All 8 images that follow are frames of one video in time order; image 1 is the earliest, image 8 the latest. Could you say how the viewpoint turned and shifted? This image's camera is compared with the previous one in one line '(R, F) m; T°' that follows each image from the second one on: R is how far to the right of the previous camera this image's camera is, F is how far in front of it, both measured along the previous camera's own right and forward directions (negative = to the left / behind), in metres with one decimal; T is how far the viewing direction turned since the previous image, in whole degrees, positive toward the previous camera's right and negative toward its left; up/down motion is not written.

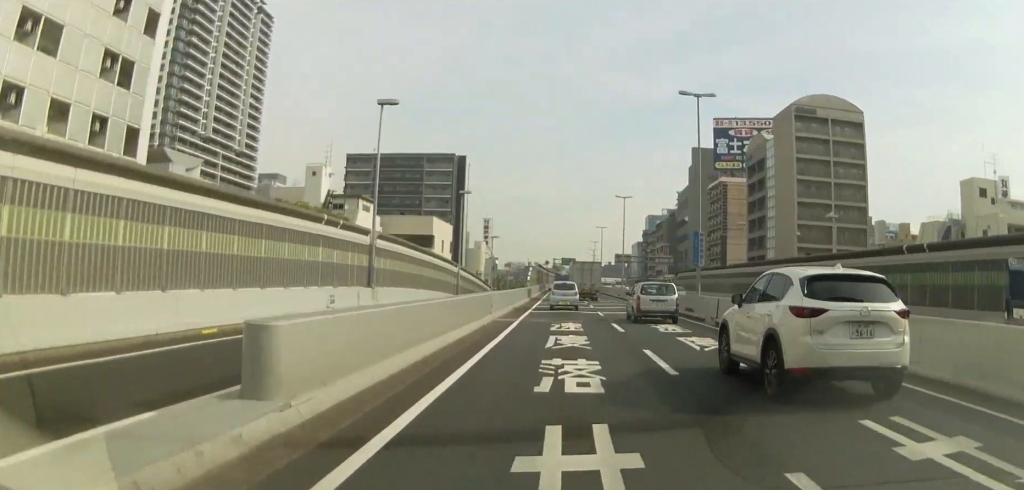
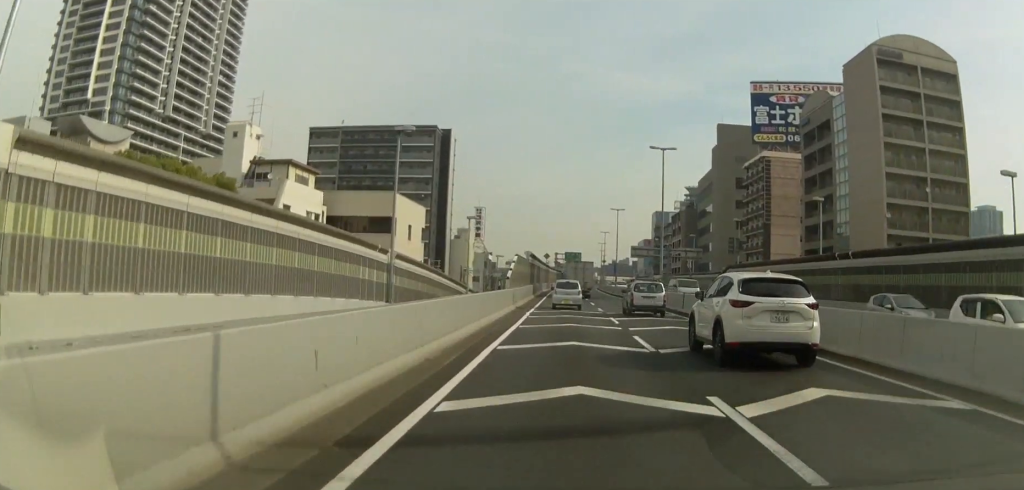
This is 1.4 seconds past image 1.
(-0.6, +26.1) m; -2°
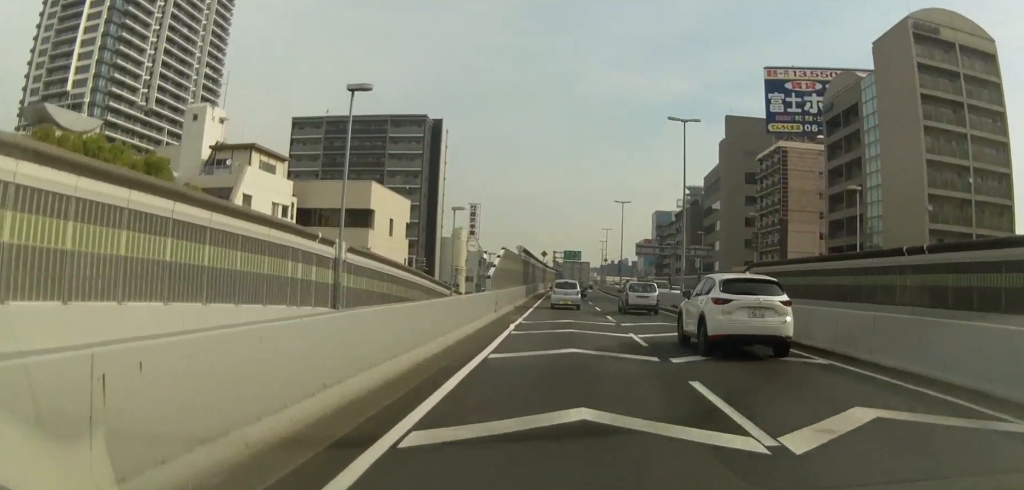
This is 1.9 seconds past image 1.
(0.0, +8.8) m; +1°
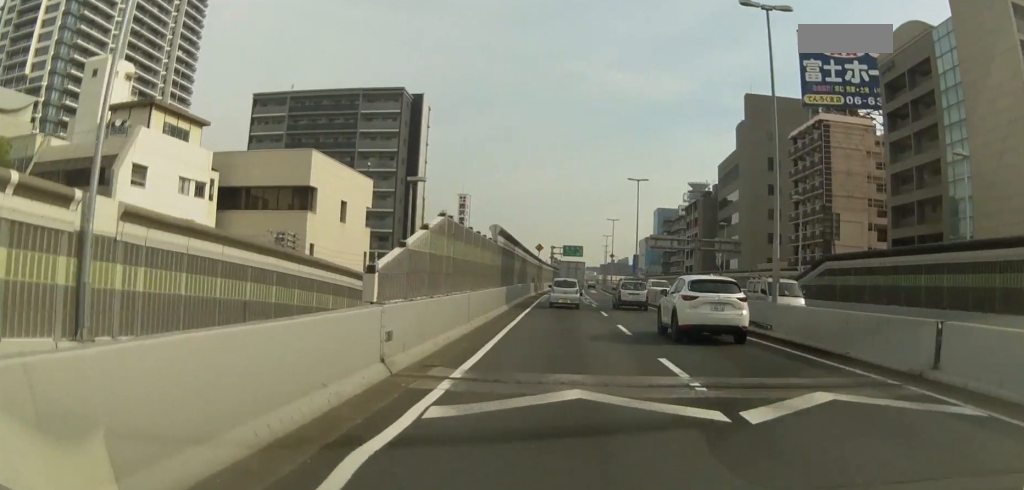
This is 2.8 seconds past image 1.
(+0.2, +16.9) m; +1°
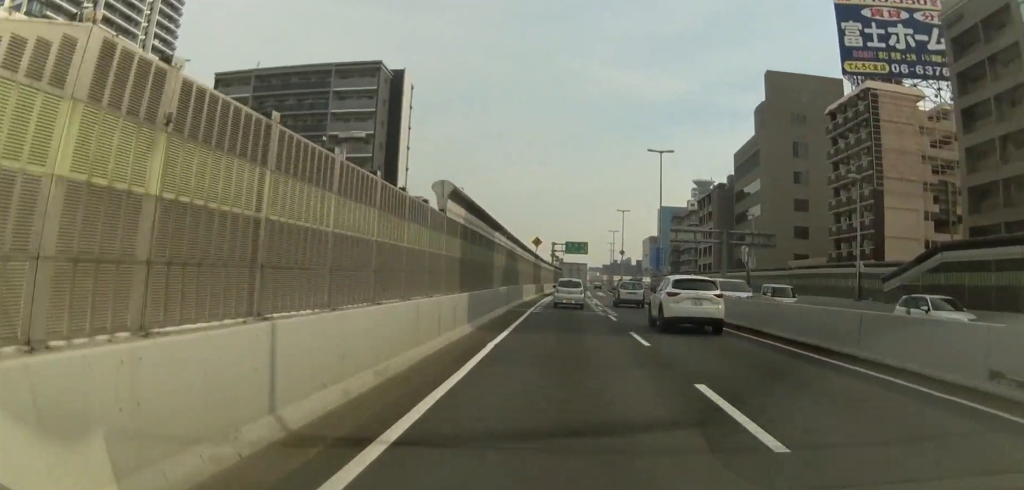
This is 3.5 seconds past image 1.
(+0.2, +13.7) m; 0°
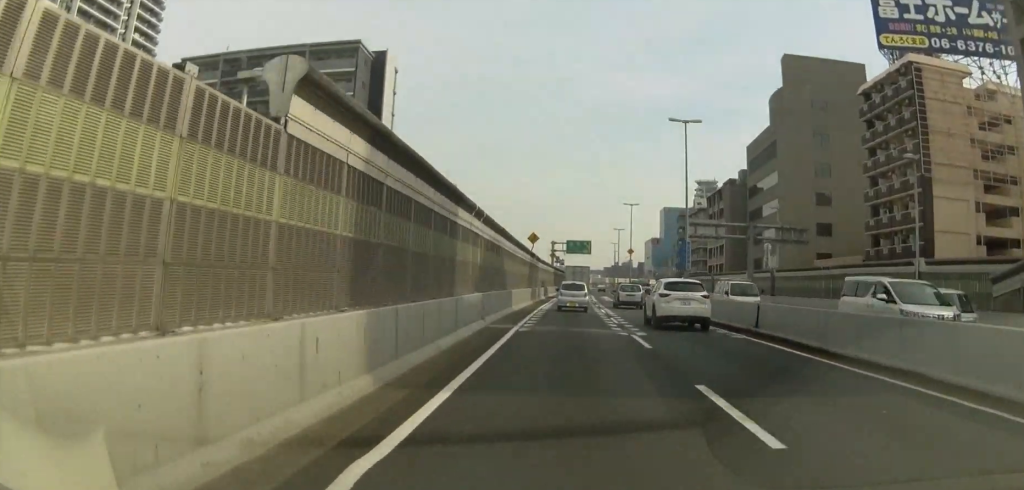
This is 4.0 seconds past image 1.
(+0.1, +10.0) m; -1°
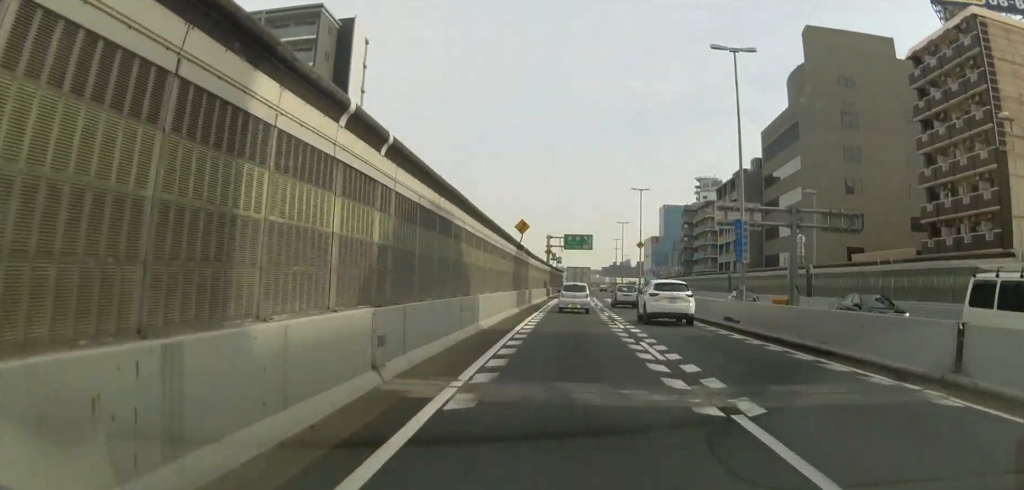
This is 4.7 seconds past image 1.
(-0.2, +12.4) m; 0°
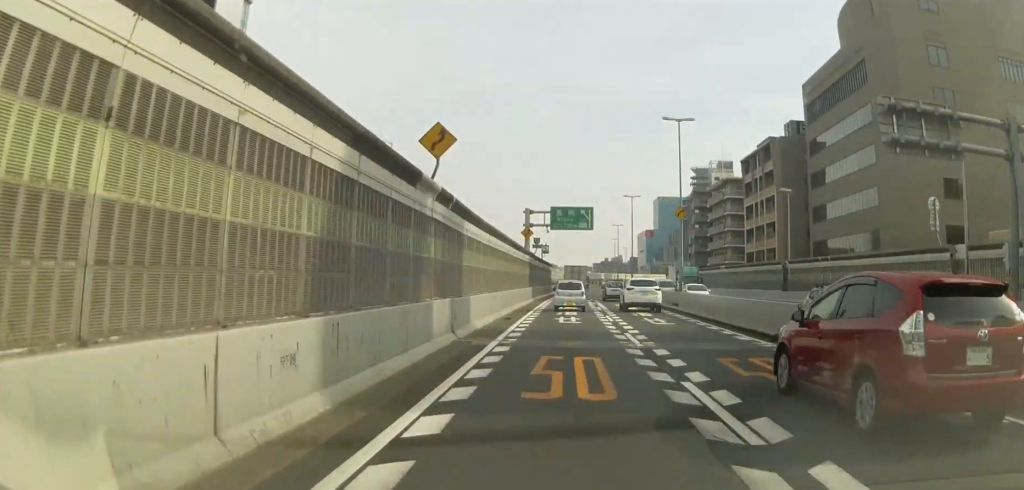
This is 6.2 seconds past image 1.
(+0.2, +27.7) m; 0°
